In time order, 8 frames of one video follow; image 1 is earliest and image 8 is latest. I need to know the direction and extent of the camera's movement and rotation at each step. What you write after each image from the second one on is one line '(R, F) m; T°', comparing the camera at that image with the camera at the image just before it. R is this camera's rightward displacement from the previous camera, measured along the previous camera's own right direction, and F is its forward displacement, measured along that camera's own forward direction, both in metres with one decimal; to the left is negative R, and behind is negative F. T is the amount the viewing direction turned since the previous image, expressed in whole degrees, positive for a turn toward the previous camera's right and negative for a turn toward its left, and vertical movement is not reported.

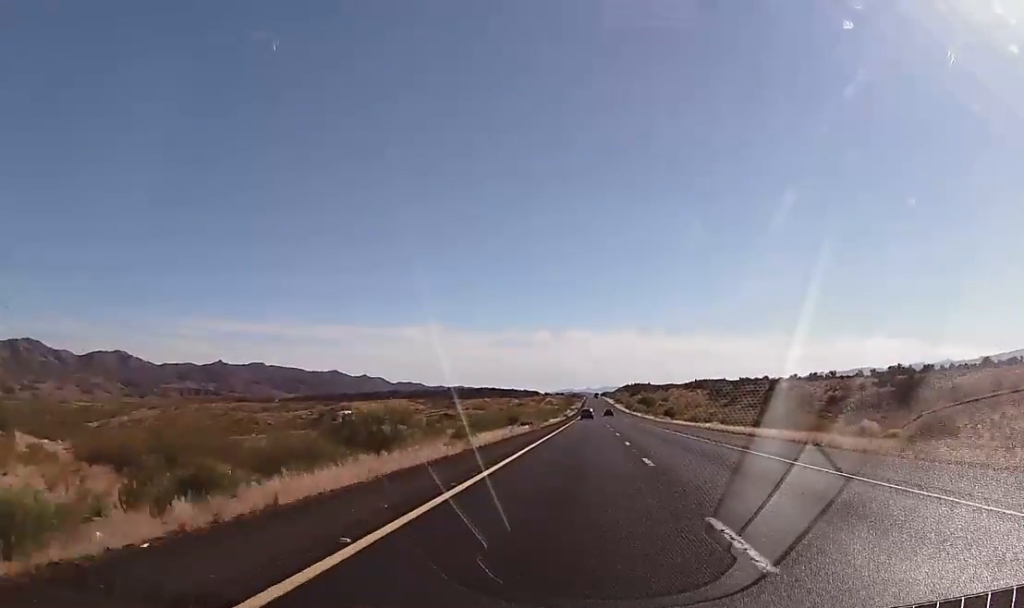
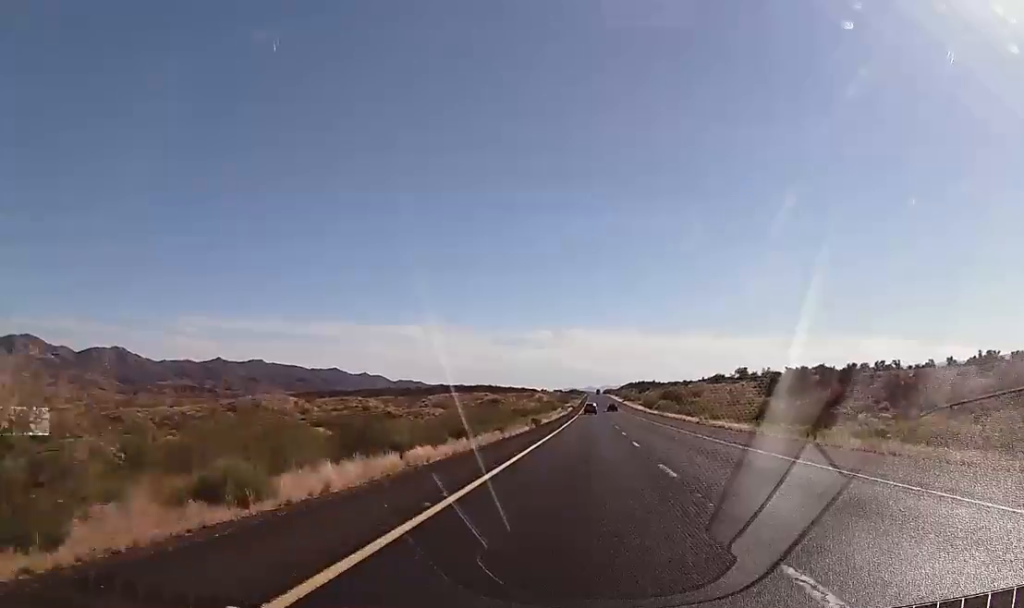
(-0.7, +76.0) m; -1°
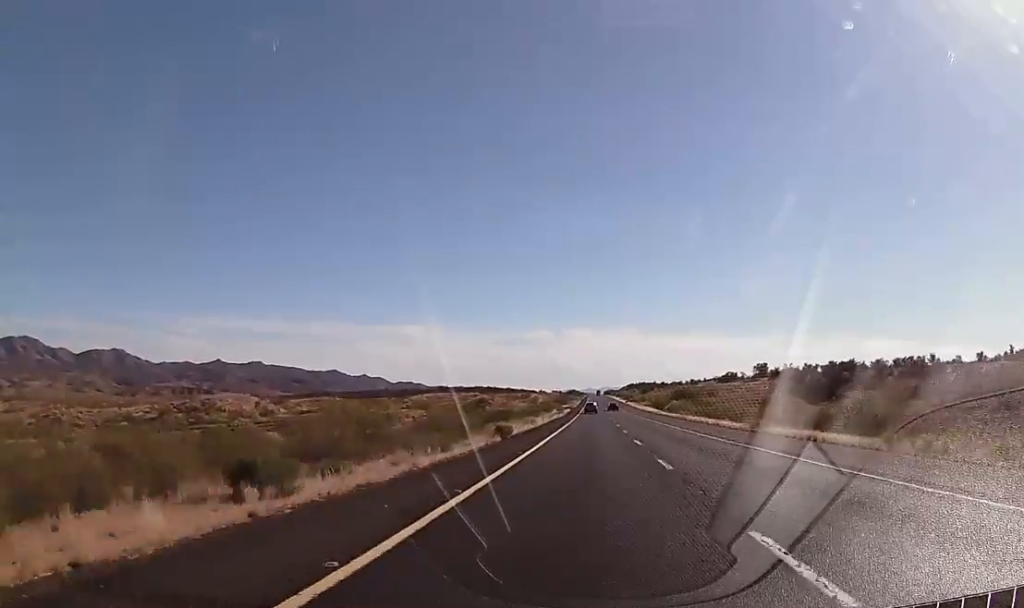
(0.0, +22.8) m; 0°
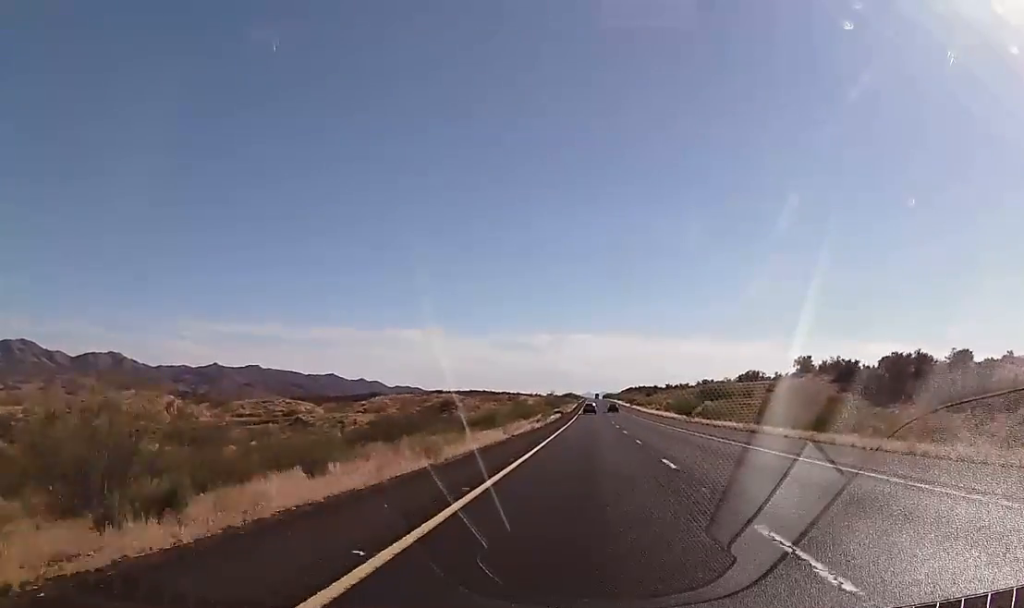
(0.0, +36.9) m; 0°
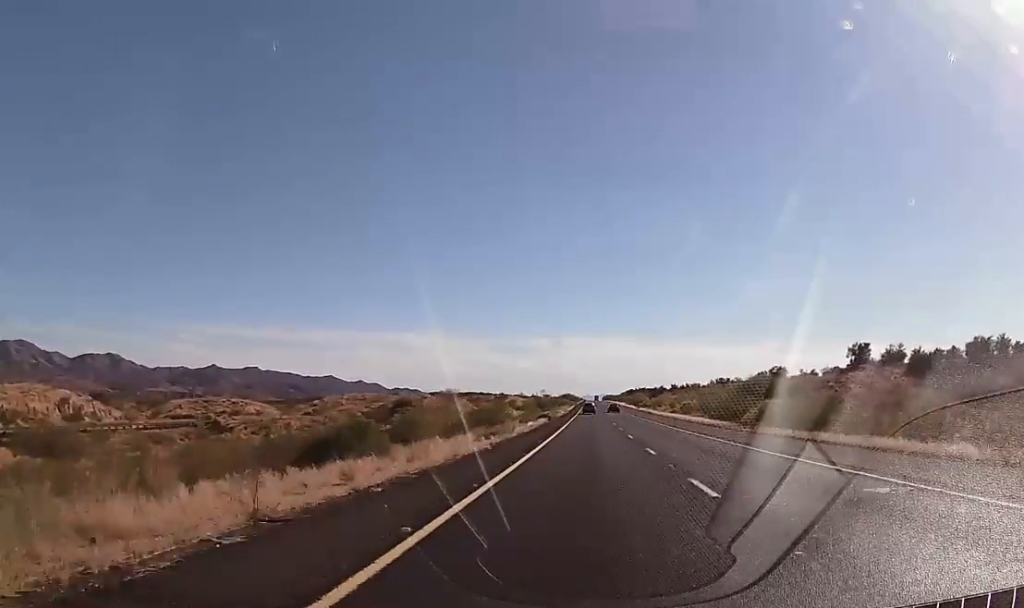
(0.0, +30.3) m; 0°
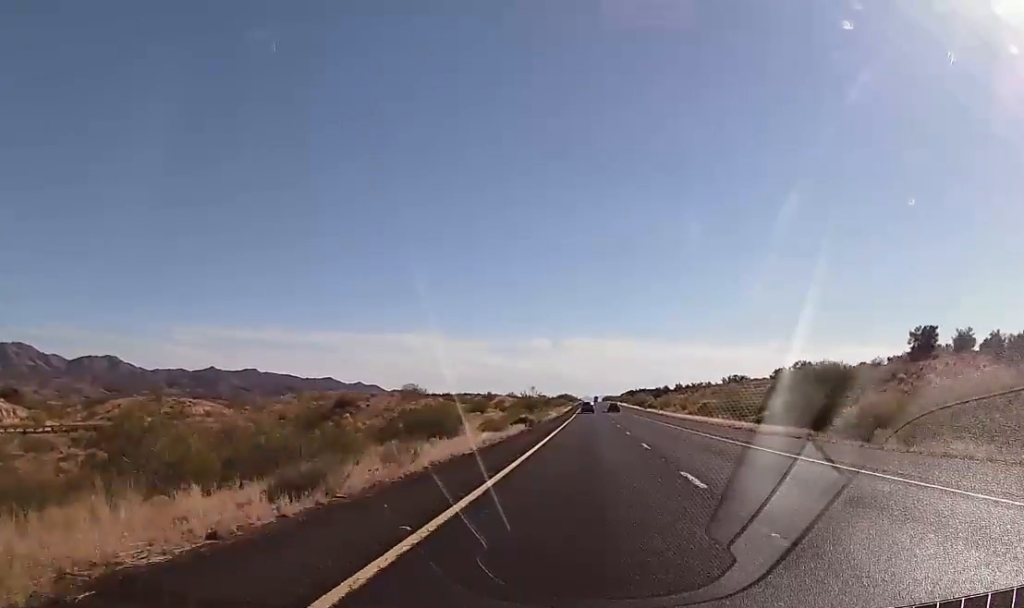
(0.0, +22.7) m; 0°
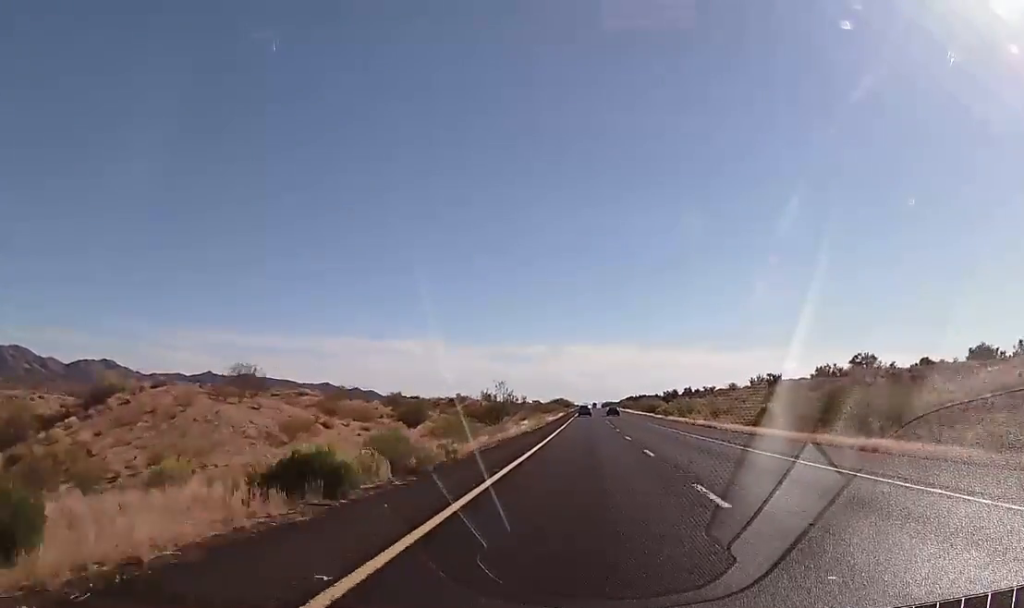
(+0.1, +38.9) m; +1°
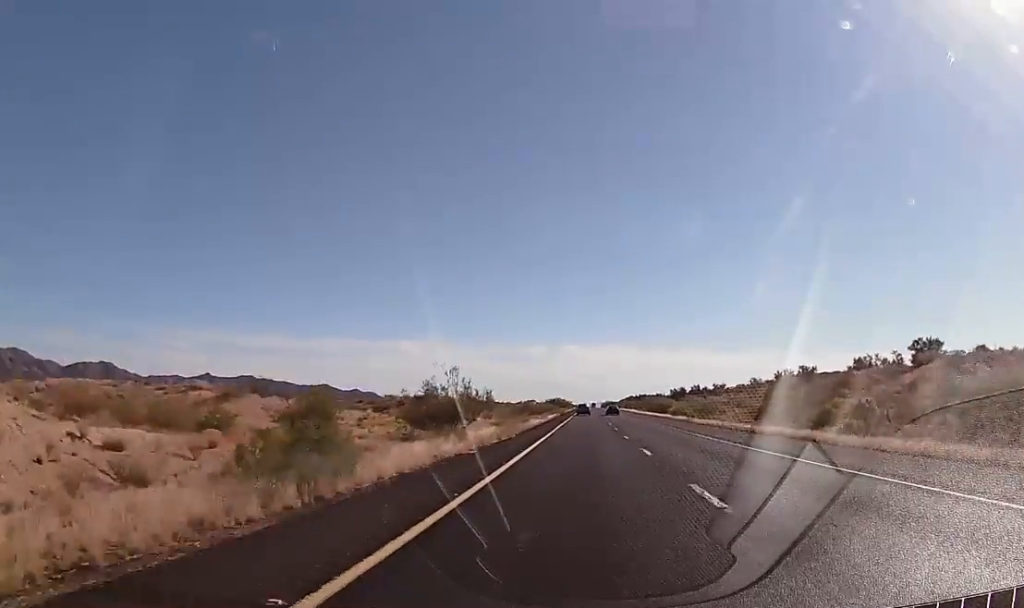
(+0.2, +25.1) m; 0°
